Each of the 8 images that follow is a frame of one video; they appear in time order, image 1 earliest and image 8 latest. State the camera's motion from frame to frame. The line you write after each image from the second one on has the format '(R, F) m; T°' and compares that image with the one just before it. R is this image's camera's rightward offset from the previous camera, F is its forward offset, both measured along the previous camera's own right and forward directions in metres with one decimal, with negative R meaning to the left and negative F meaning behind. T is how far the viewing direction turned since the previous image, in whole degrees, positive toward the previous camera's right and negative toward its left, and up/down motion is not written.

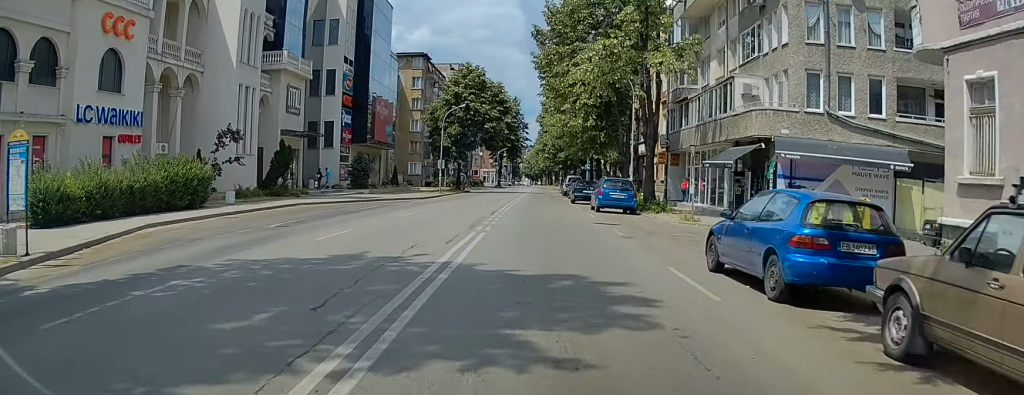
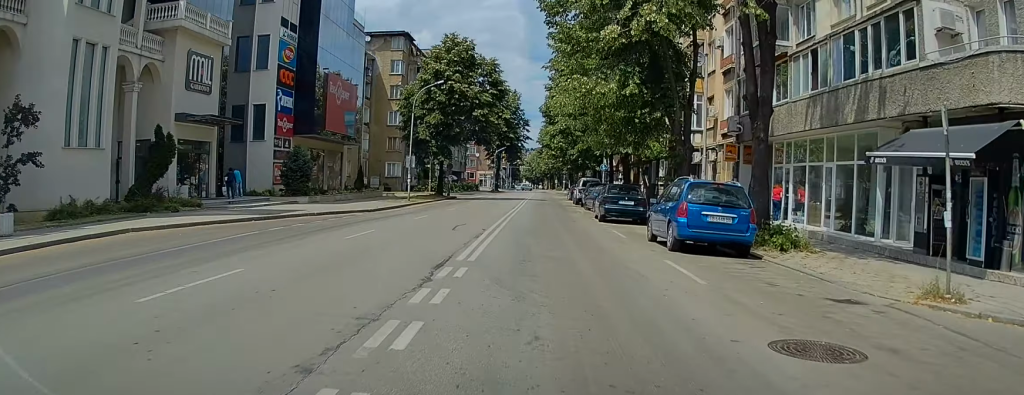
(+0.5, +17.0) m; +1°
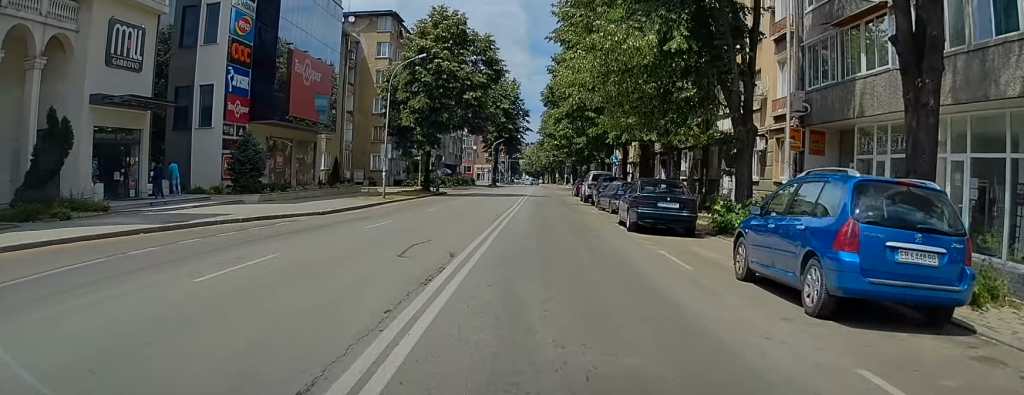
(-0.1, +7.8) m; -1°
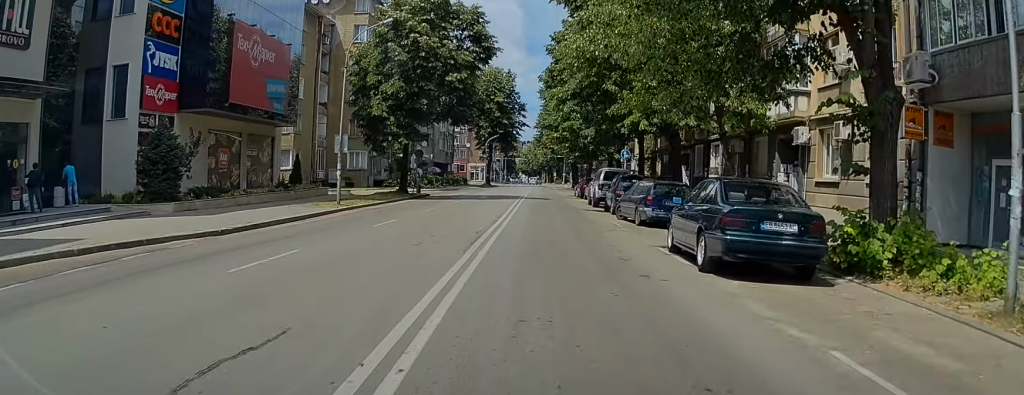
(0.0, +8.5) m; 0°
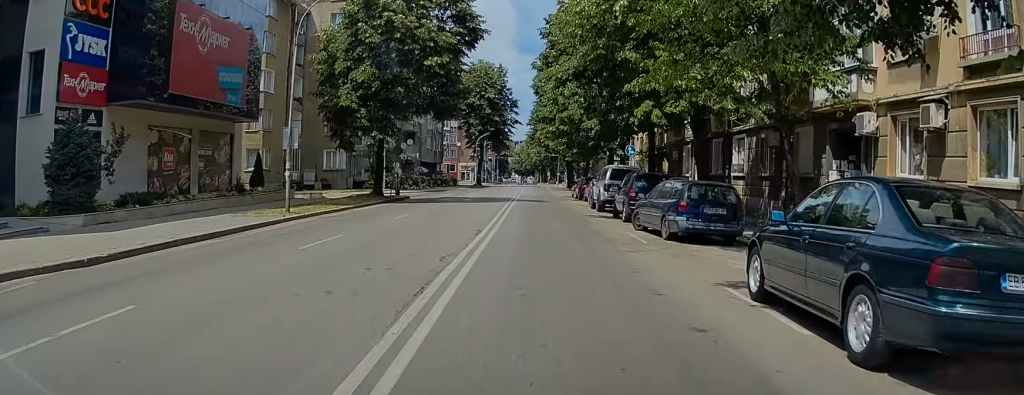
(0.0, +5.5) m; 0°
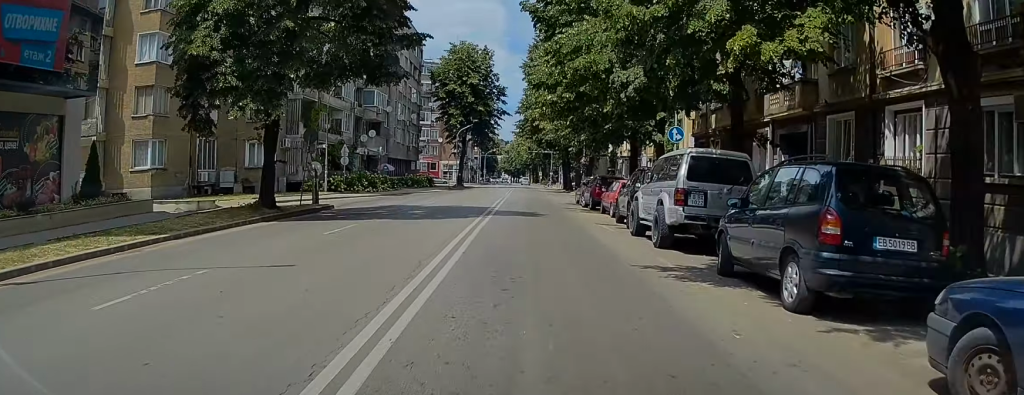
(+0.1, +15.2) m; 0°
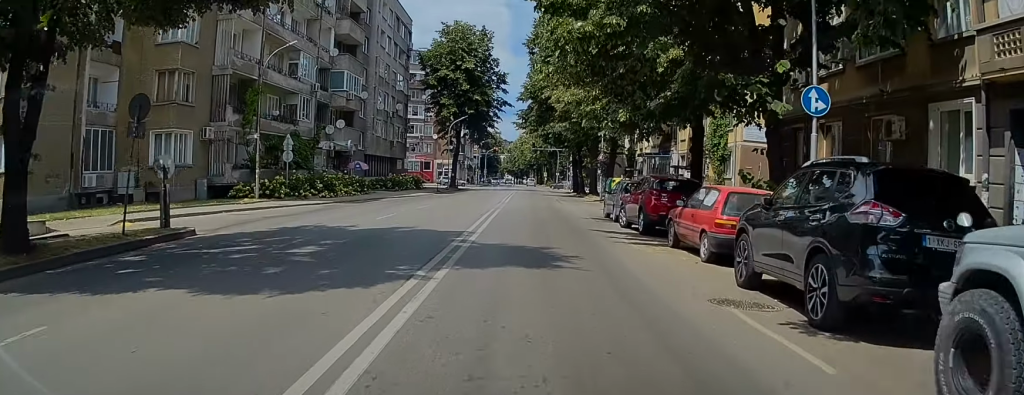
(-0.1, +12.6) m; -1°
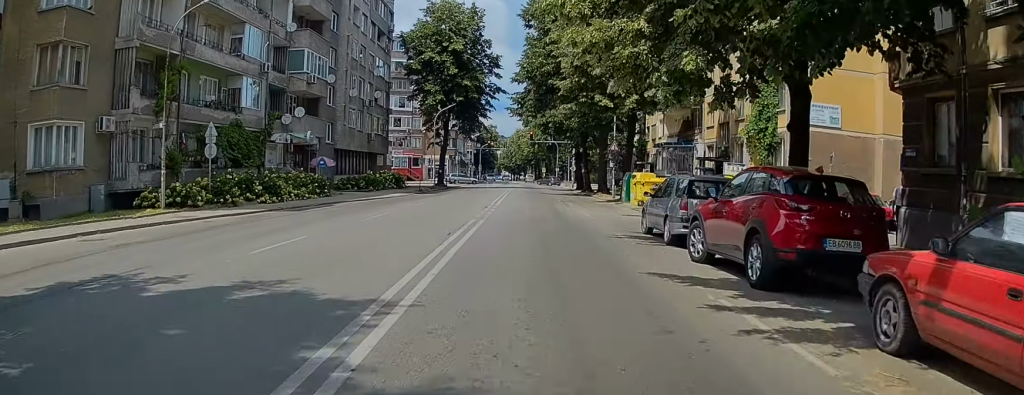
(0.0, +9.2) m; -1°
